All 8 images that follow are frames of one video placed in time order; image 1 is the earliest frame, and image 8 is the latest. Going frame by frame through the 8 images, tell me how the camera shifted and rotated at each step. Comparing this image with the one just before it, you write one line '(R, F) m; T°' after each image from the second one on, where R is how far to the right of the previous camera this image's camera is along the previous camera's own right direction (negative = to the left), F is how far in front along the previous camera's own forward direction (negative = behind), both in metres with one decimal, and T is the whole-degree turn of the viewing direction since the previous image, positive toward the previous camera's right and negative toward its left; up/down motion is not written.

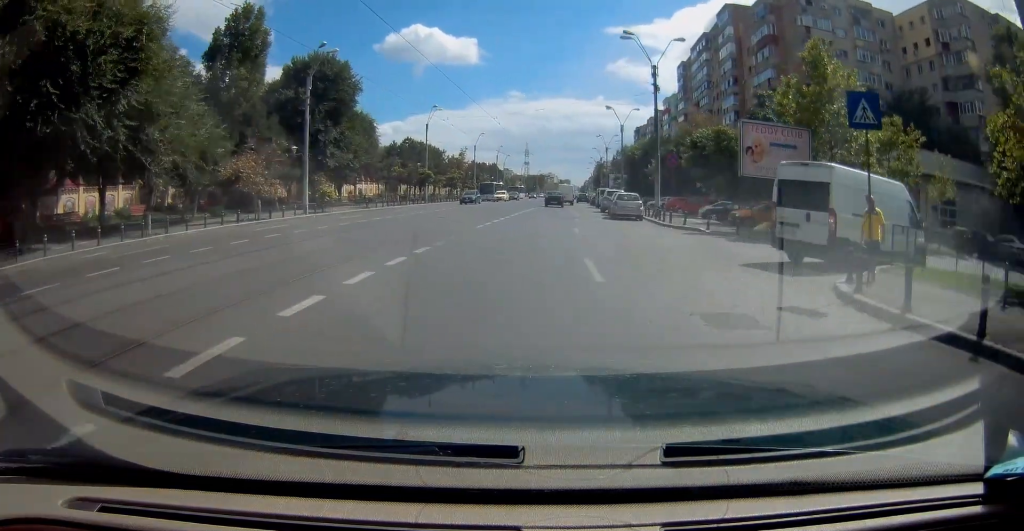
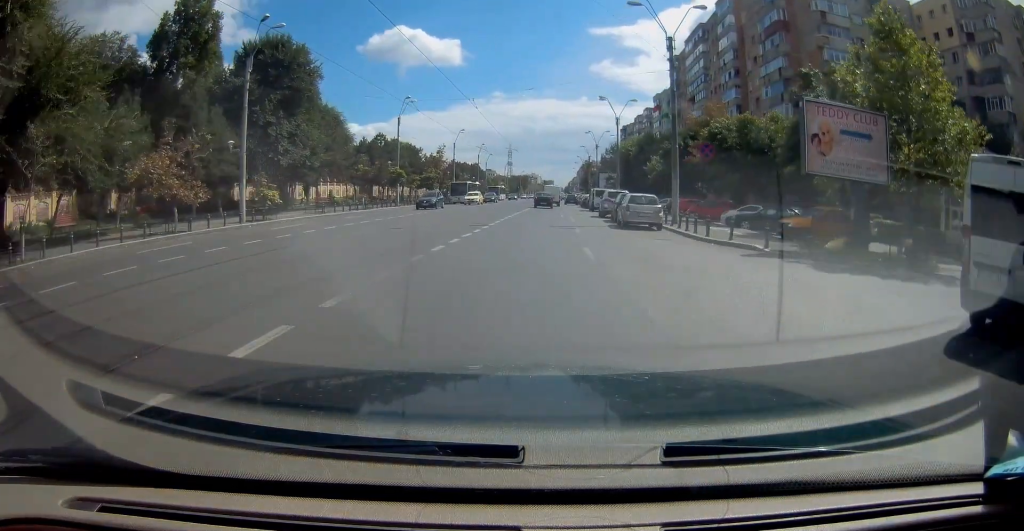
(+0.1, +7.5) m; +1°
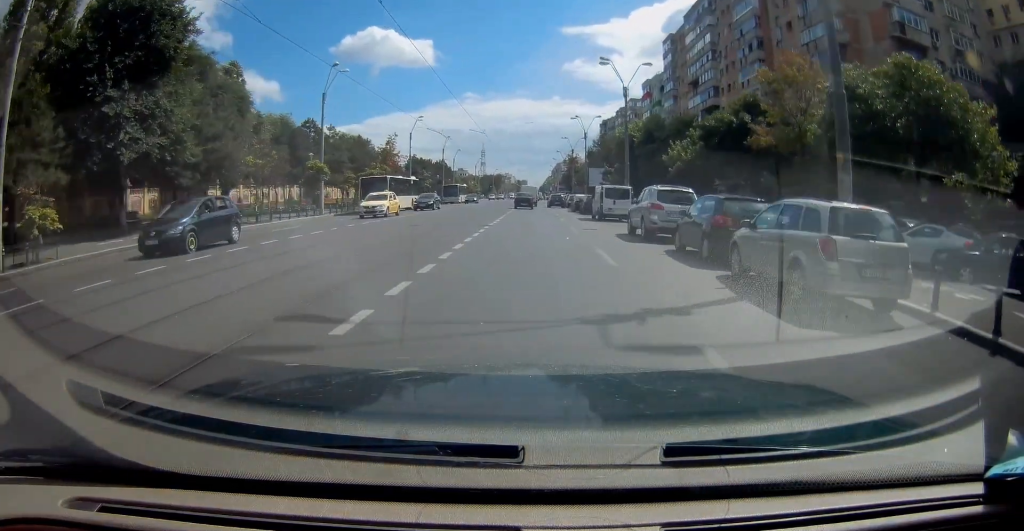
(+0.4, +17.1) m; +2°
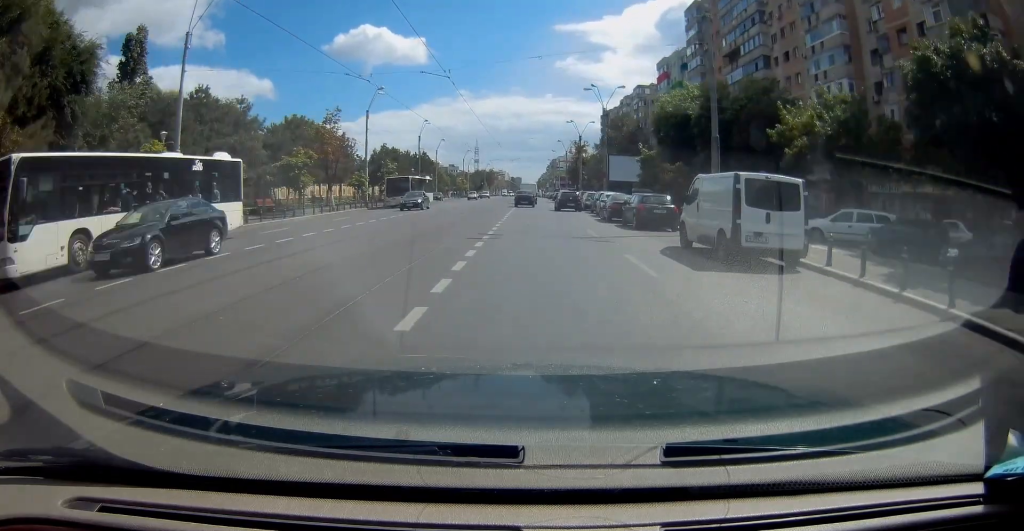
(+0.1, +19.7) m; +1°
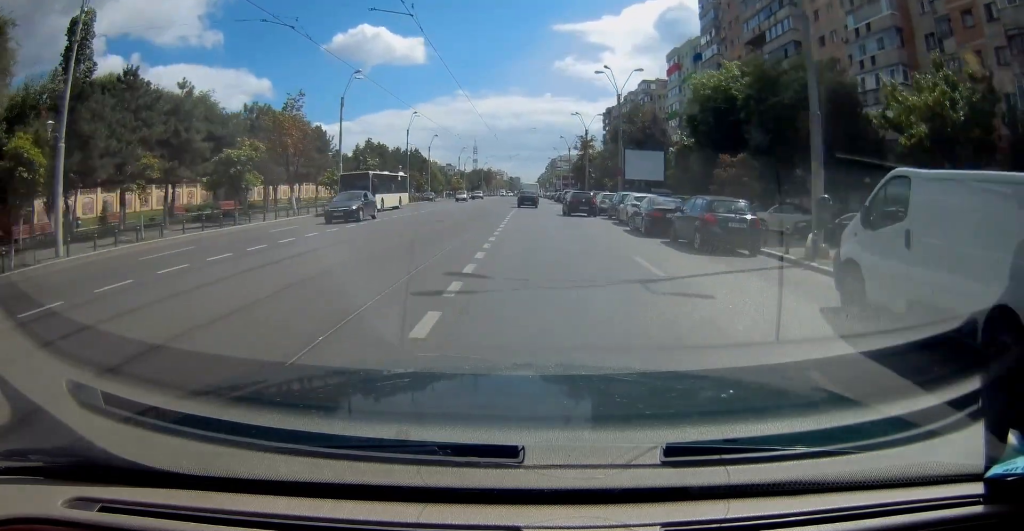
(+0.1, +8.2) m; 0°
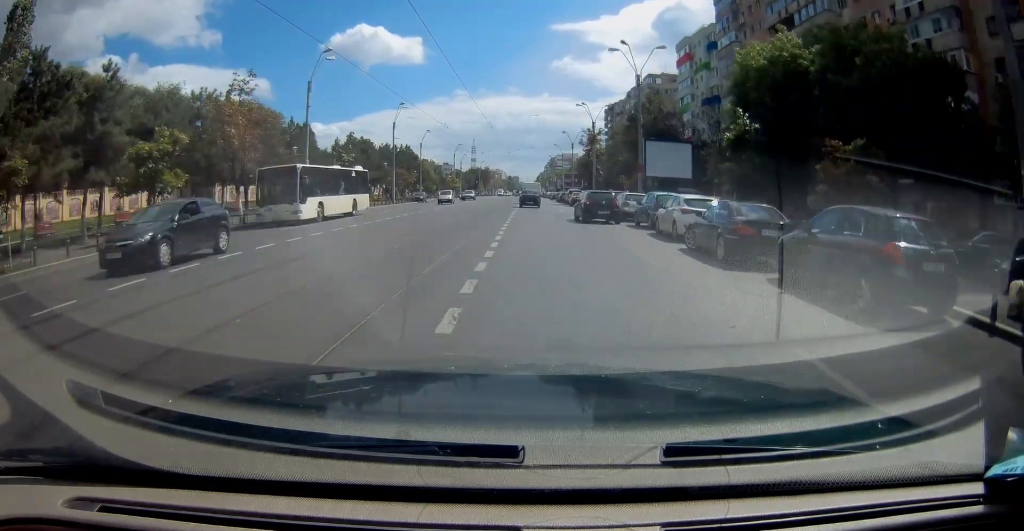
(+0.1, +7.7) m; 0°
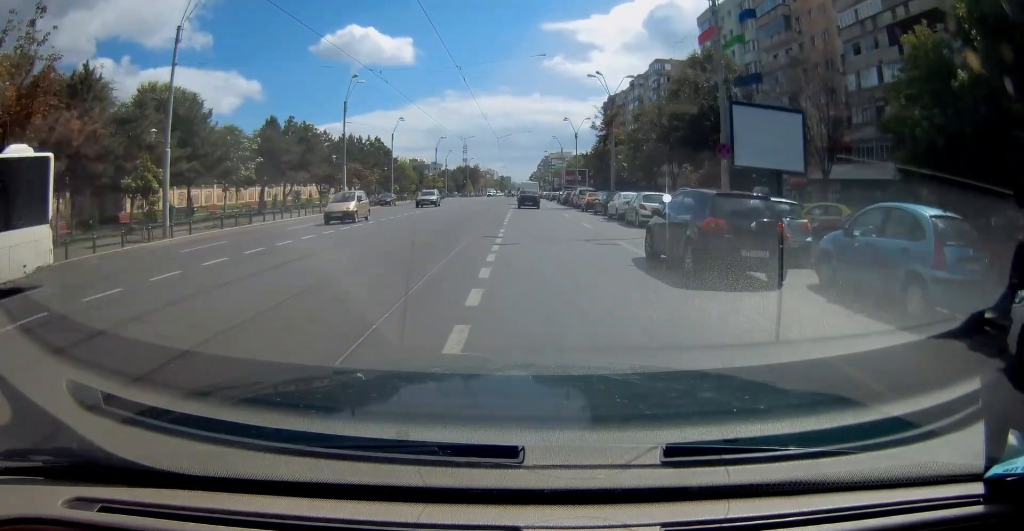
(0.0, +16.8) m; 0°
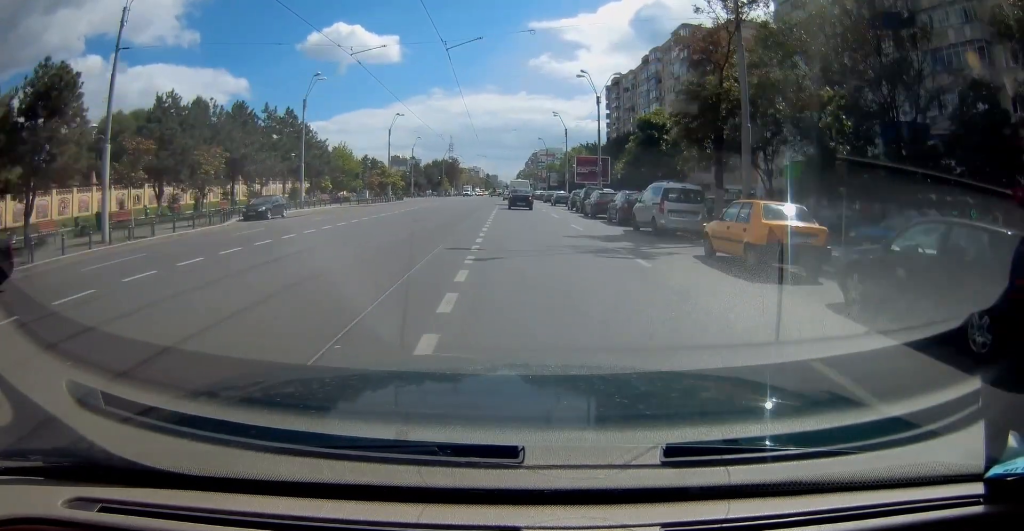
(+0.2, +31.1) m; +1°
